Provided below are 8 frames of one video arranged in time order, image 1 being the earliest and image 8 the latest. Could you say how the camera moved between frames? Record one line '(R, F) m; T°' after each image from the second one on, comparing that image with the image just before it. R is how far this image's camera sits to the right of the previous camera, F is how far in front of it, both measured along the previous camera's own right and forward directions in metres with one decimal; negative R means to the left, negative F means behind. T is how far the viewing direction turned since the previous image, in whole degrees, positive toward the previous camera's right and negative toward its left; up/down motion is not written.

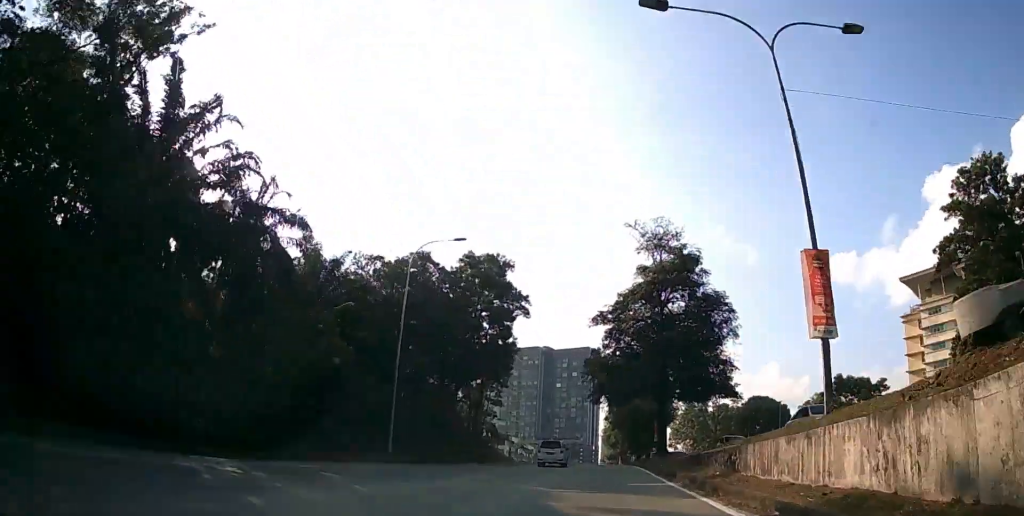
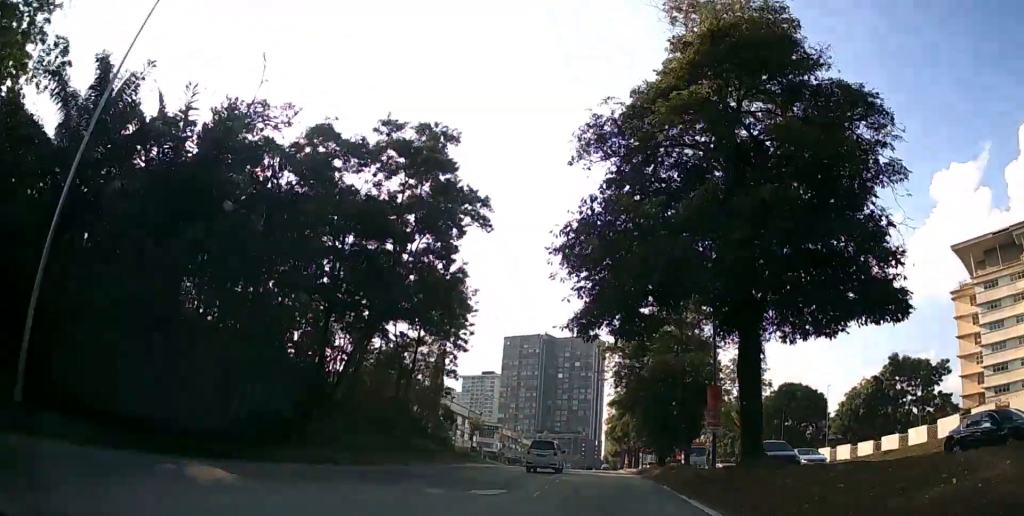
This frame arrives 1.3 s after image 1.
(-0.1, +23.3) m; 0°
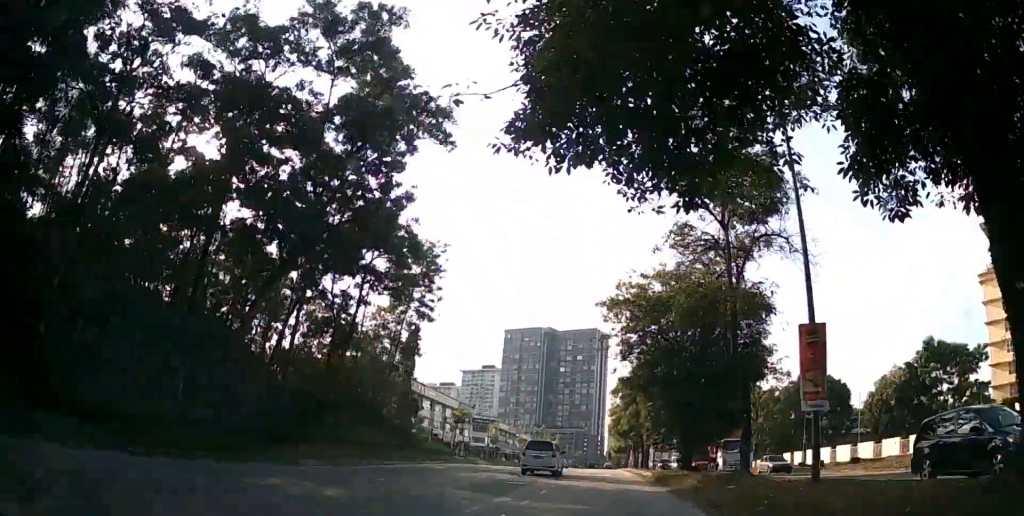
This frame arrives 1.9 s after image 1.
(+0.1, +11.1) m; 0°
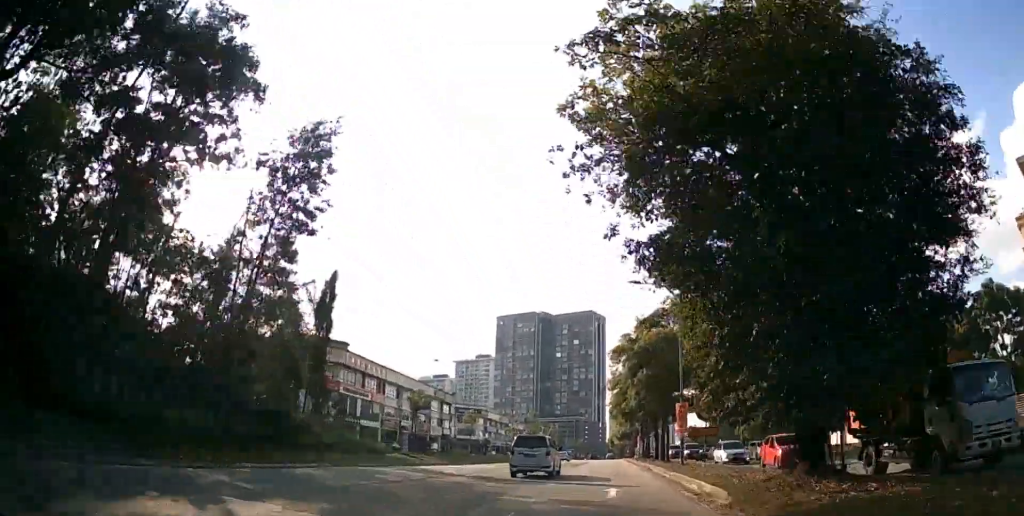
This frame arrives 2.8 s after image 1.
(+0.1, +16.4) m; 0°
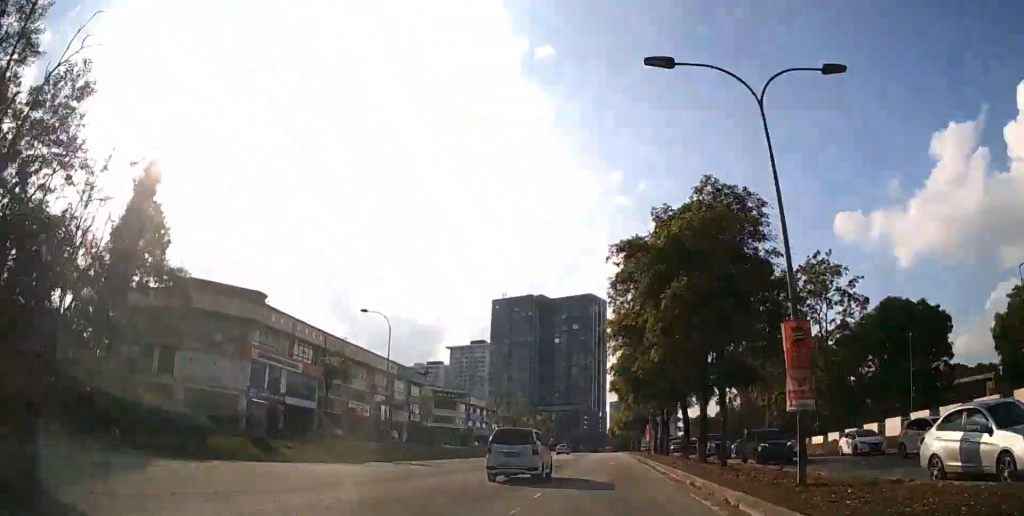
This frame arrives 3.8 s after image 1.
(0.0, +19.0) m; +1°
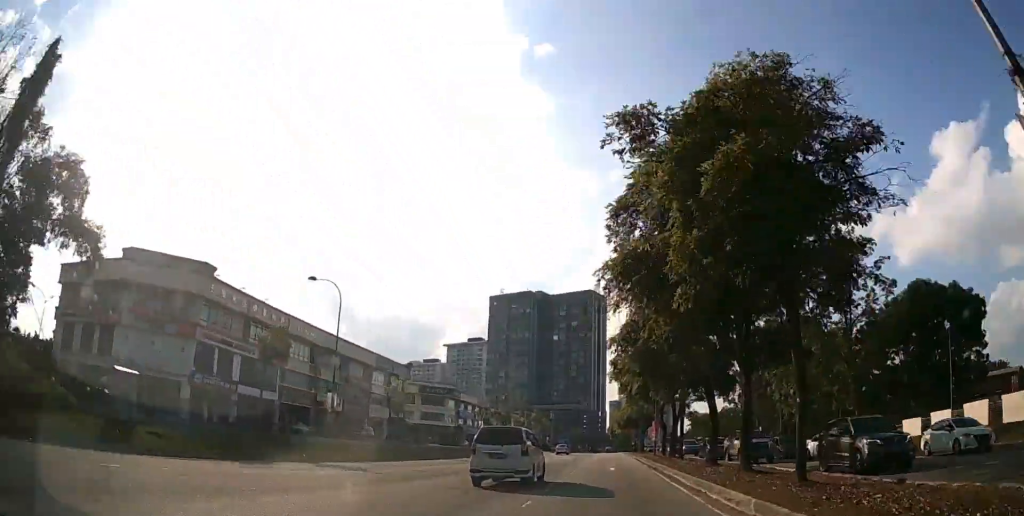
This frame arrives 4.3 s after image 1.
(0.0, +8.2) m; +1°
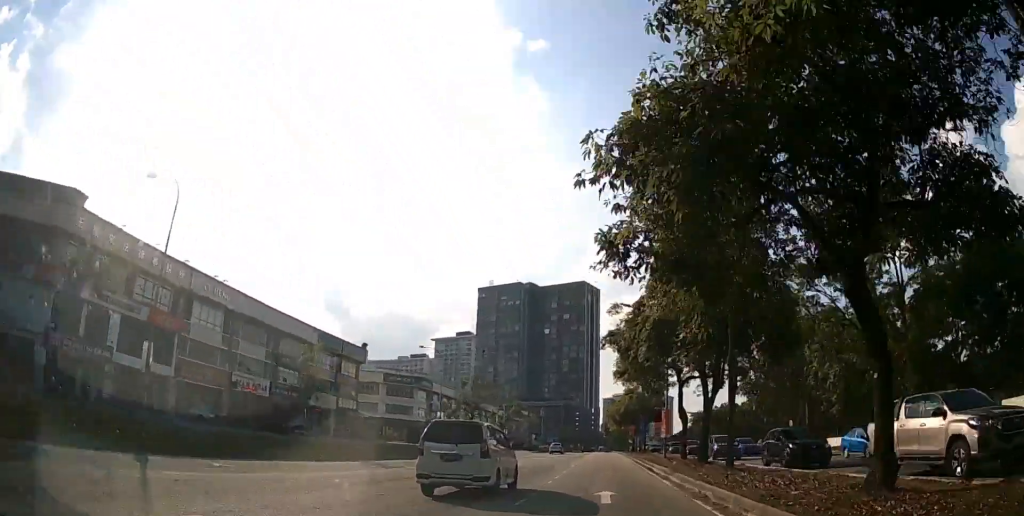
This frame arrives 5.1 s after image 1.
(+0.3, +14.8) m; +1°
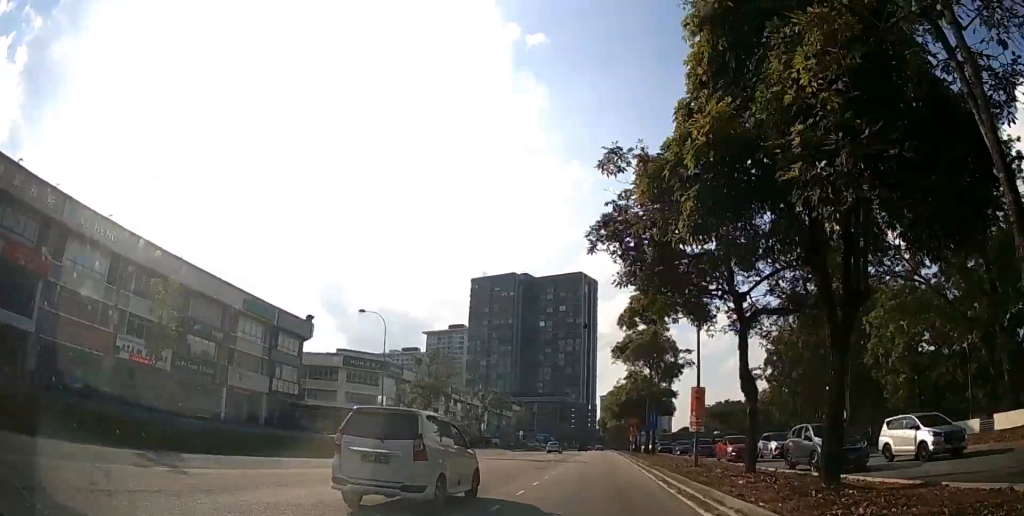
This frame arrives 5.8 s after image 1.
(0.0, +14.7) m; 0°
